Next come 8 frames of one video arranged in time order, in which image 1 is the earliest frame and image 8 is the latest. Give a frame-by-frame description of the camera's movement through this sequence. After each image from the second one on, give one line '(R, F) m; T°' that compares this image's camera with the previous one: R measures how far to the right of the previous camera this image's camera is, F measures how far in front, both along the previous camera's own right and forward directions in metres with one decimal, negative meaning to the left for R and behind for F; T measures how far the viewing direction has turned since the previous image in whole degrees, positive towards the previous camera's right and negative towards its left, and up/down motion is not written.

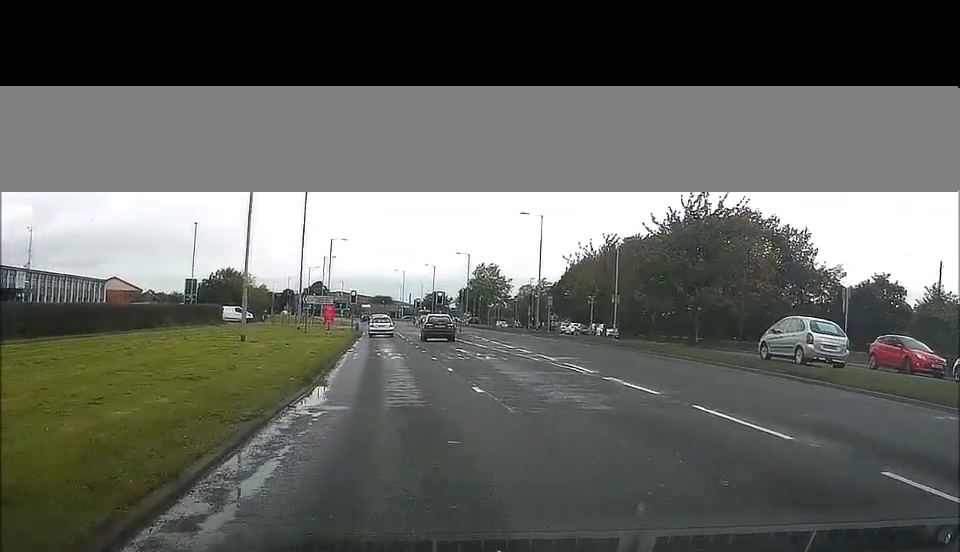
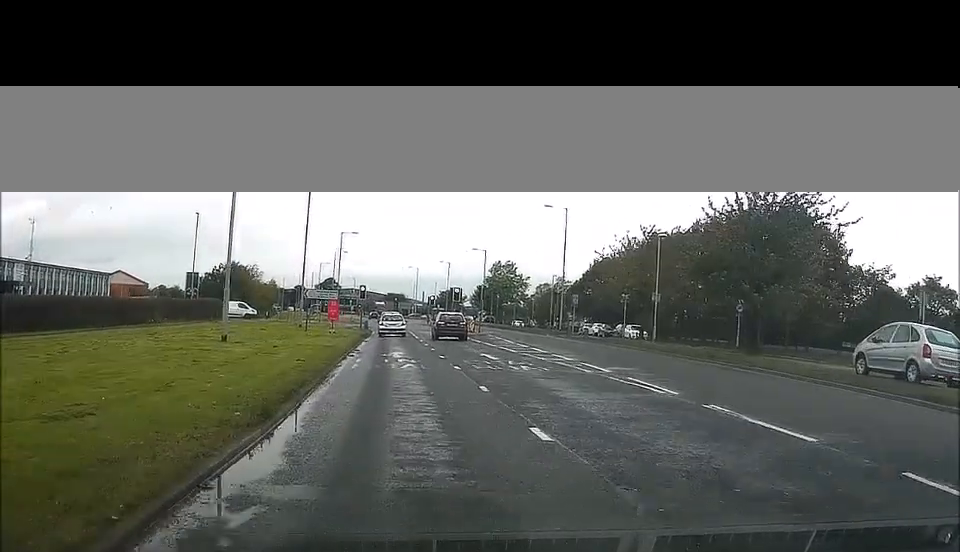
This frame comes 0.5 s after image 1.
(0.0, +5.8) m; -1°
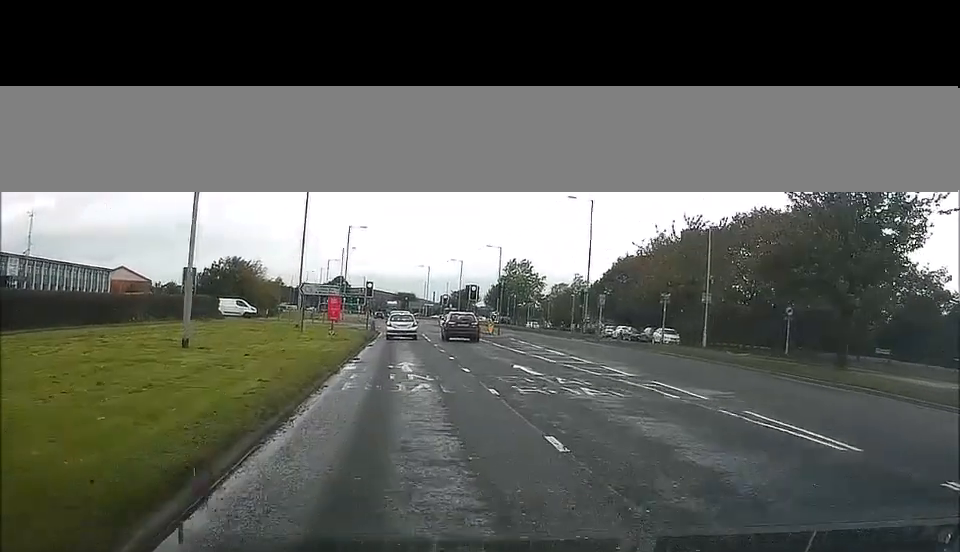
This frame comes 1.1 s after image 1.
(0.0, +6.5) m; -1°
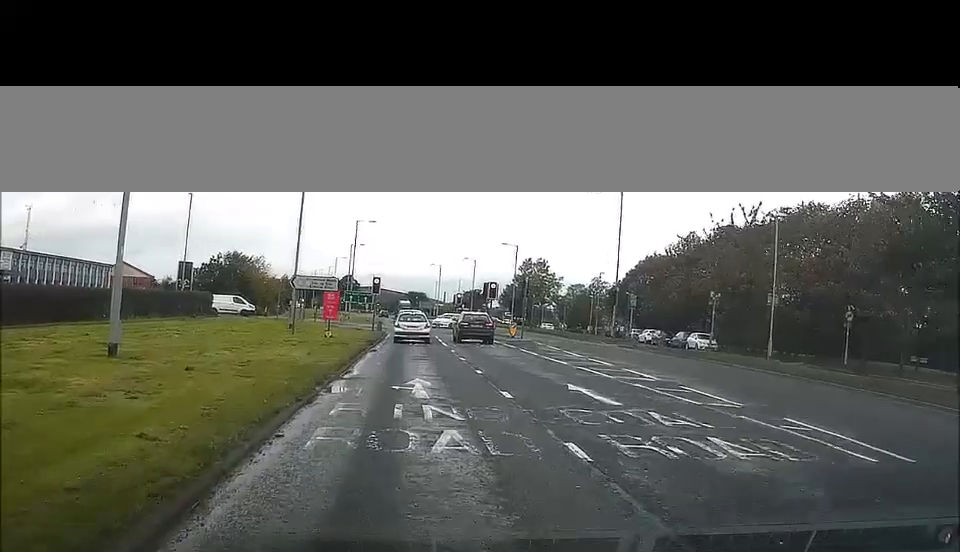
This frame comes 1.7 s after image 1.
(-0.1, +6.3) m; -1°
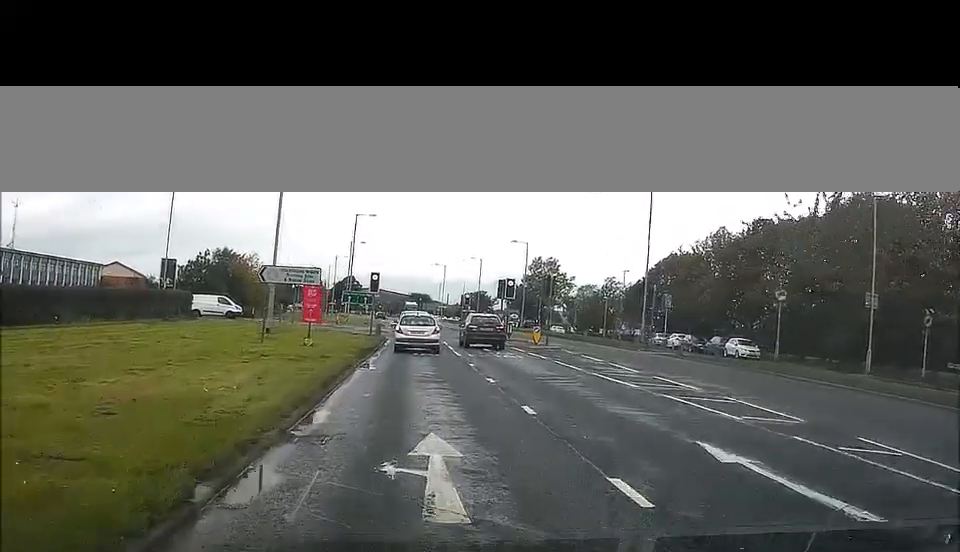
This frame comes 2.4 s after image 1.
(-0.1, +7.5) m; -1°
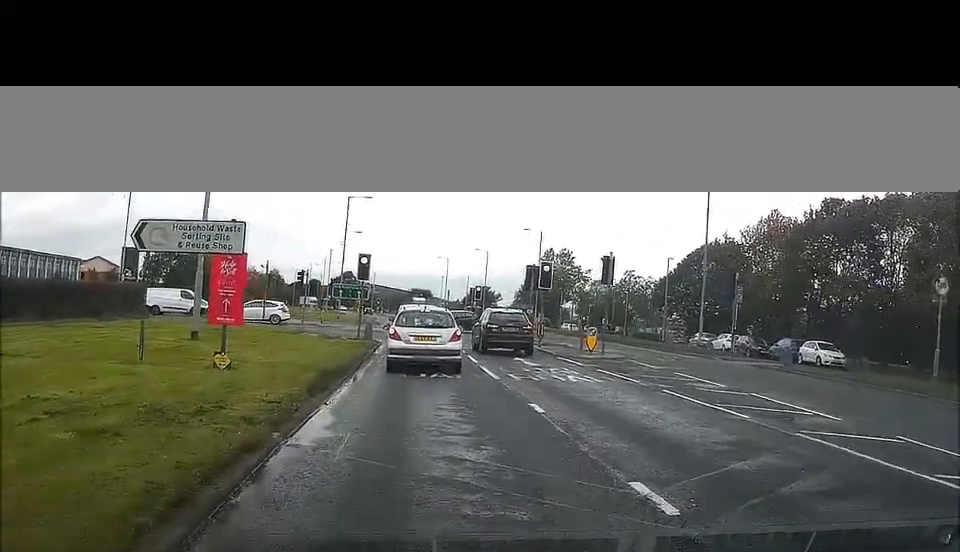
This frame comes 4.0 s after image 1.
(0.0, +12.6) m; 0°
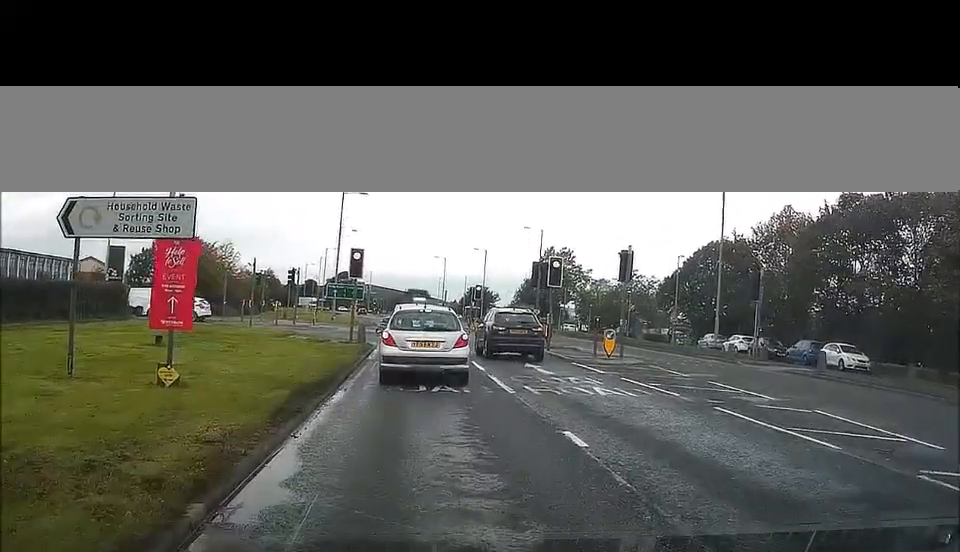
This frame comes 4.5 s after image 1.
(0.0, +3.7) m; -1°
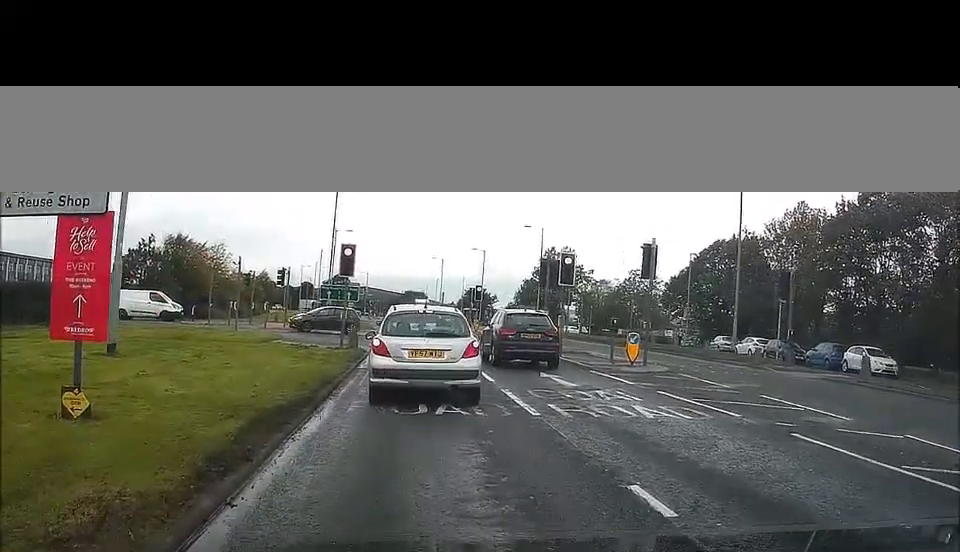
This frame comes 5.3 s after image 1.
(-0.1, +4.7) m; -1°
